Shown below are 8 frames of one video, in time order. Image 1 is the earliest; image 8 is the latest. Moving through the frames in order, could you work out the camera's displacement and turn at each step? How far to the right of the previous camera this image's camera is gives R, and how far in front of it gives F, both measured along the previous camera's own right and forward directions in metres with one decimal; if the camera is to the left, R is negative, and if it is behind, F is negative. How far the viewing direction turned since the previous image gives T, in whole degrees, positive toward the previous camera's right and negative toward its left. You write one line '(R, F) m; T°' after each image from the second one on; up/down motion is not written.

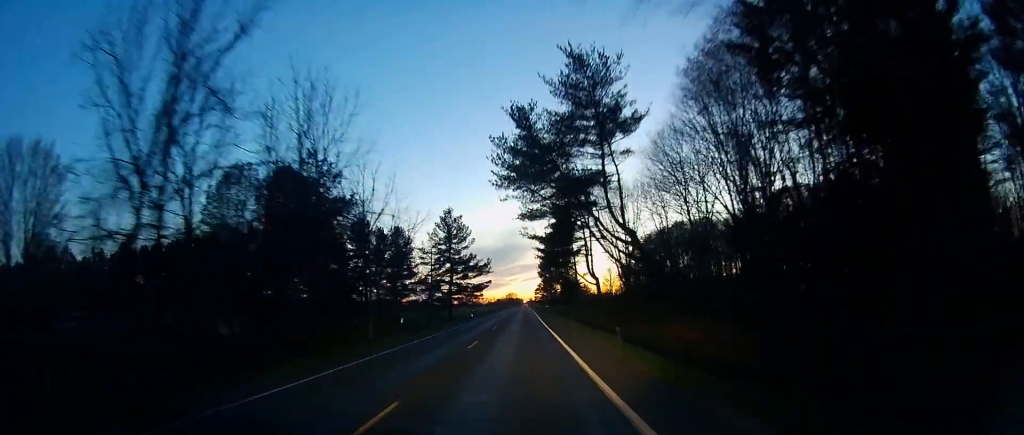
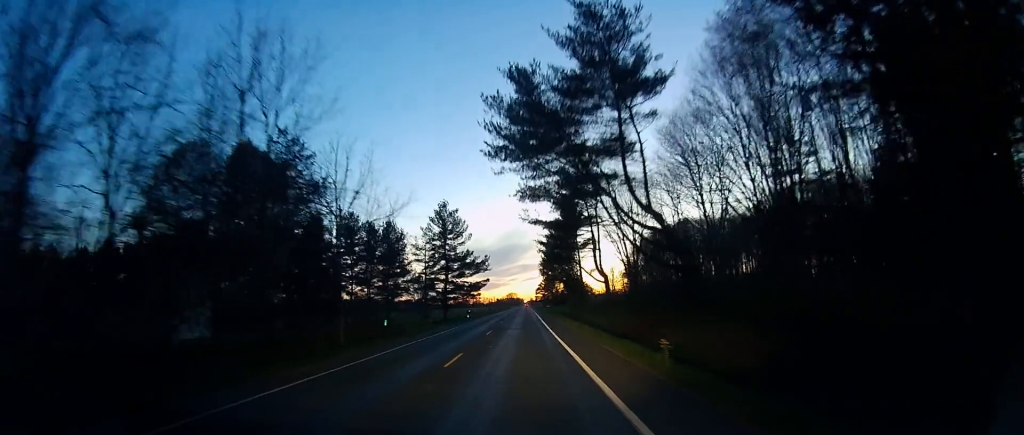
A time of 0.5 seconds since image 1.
(-0.3, +5.9) m; -2°
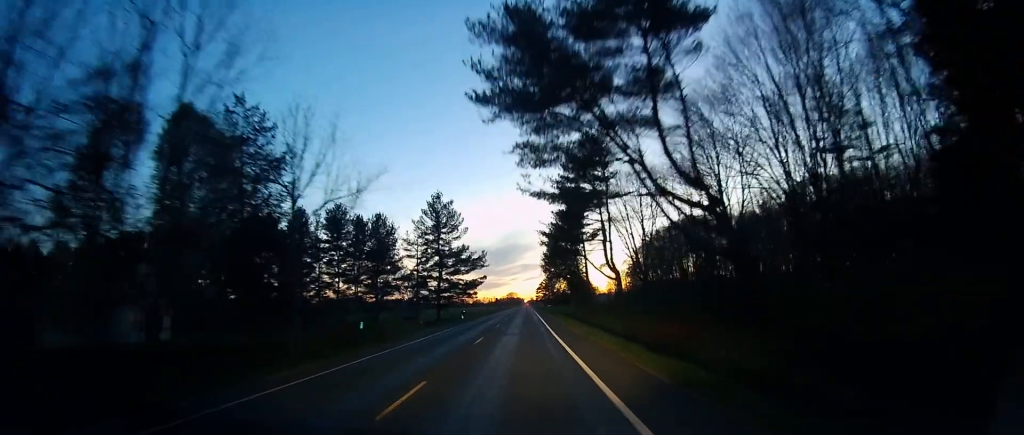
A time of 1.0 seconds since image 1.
(-0.1, +6.7) m; -1°
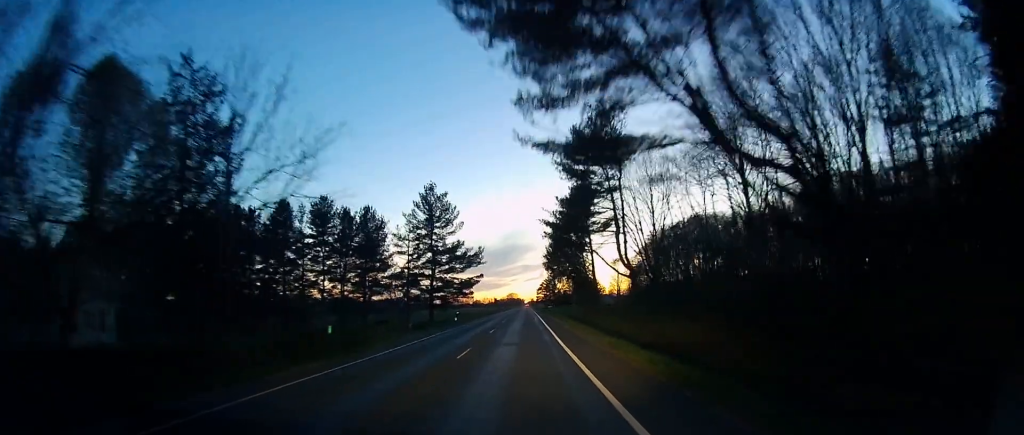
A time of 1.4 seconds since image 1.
(0.0, +6.4) m; 0°
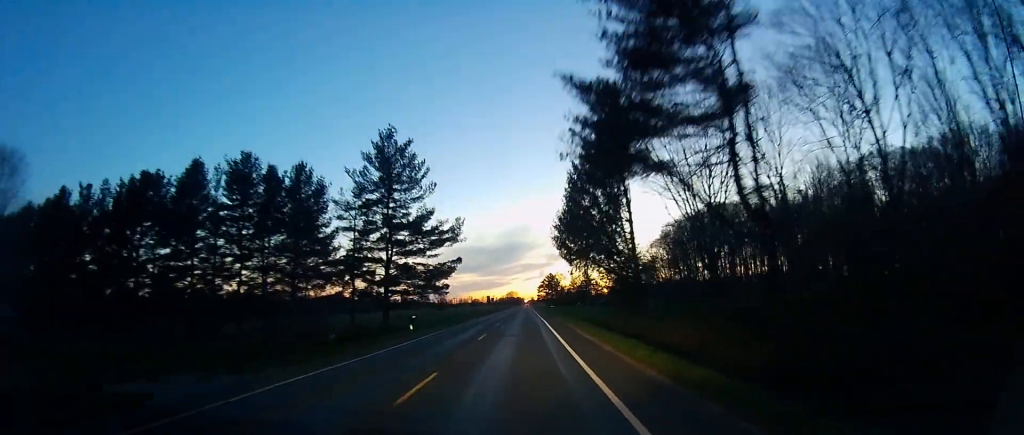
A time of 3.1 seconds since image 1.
(0.0, +23.0) m; 0°
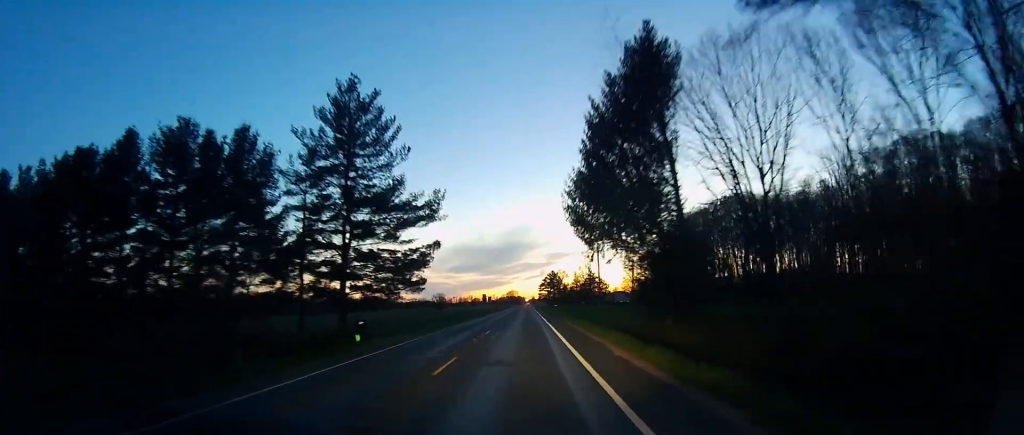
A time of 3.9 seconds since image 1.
(0.0, +11.8) m; 0°
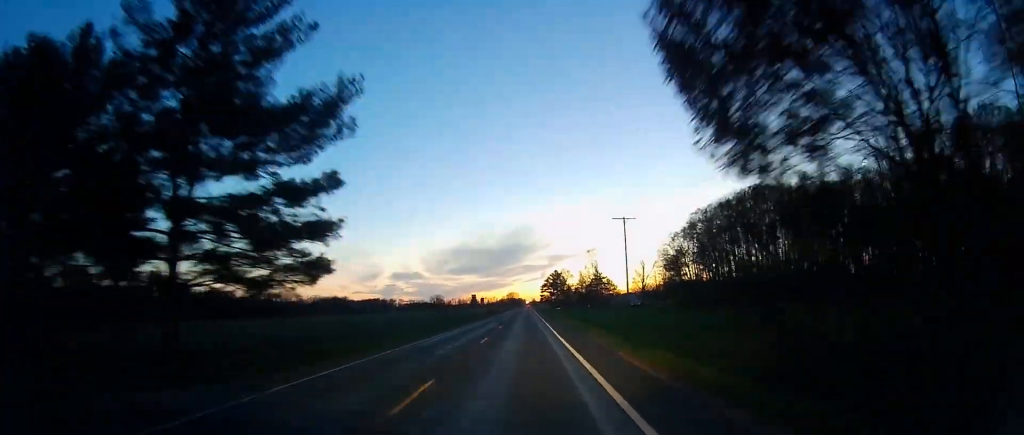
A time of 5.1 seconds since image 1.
(+0.4, +19.8) m; +1°
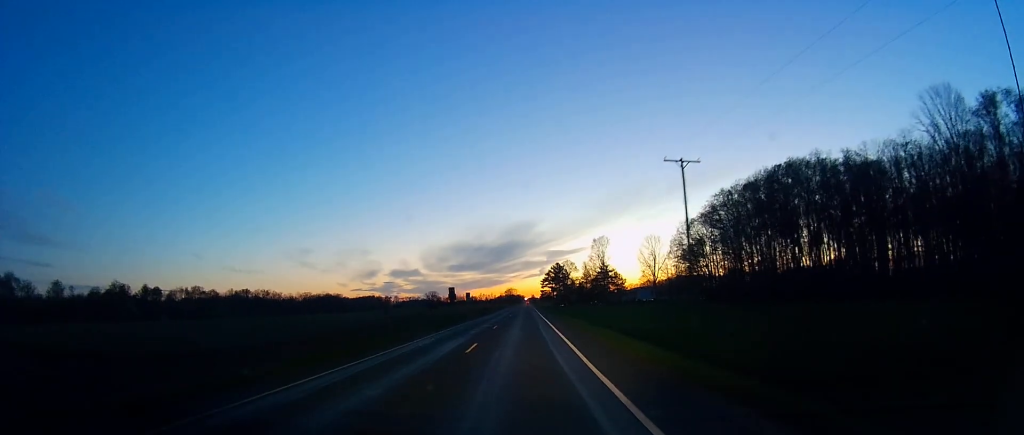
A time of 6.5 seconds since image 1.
(-0.2, +22.1) m; -2°
